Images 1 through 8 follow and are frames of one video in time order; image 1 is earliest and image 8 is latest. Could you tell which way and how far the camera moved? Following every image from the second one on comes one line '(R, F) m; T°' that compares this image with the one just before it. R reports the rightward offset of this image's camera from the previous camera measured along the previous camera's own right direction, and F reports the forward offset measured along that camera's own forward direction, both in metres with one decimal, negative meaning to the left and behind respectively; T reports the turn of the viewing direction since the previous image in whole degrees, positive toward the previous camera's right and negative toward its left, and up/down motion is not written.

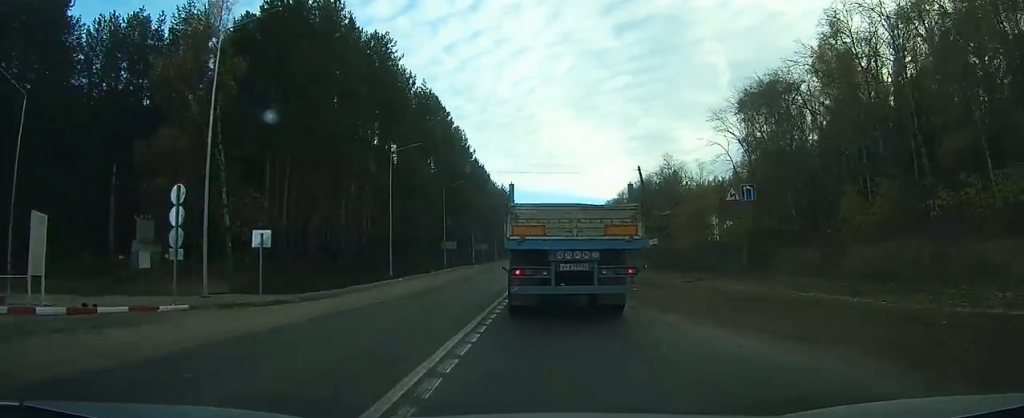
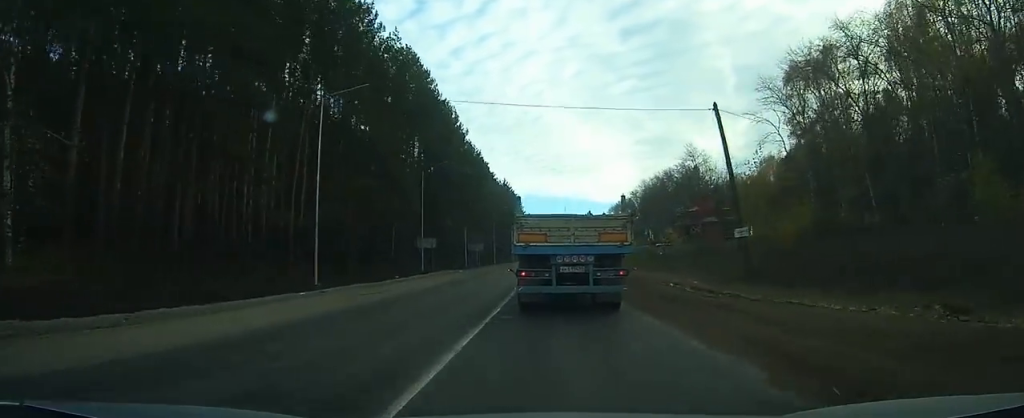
(+0.6, +20.4) m; +2°
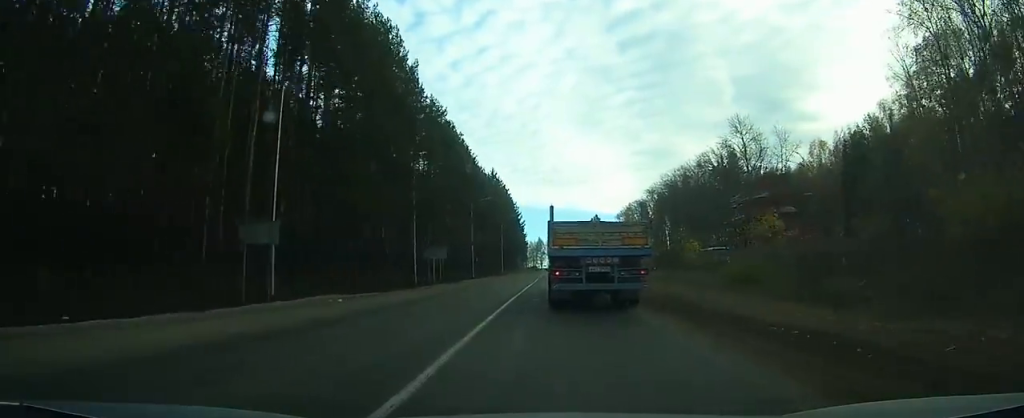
(-0.2, +34.2) m; -1°
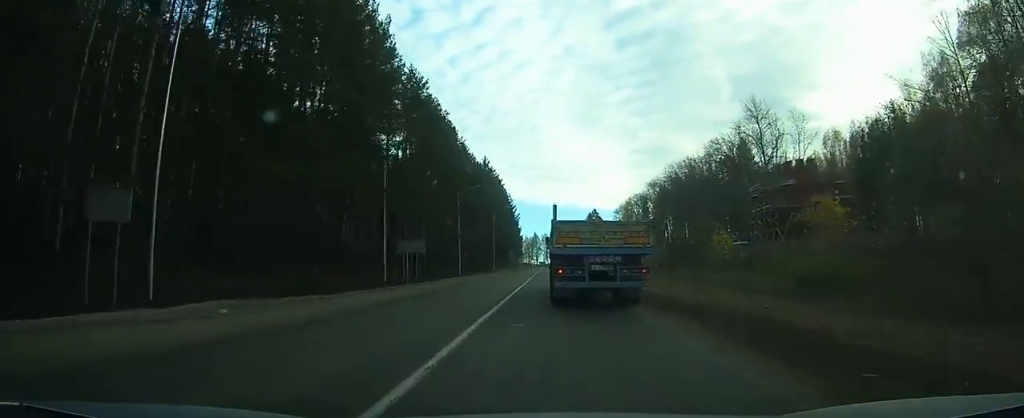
(0.0, +8.9) m; 0°
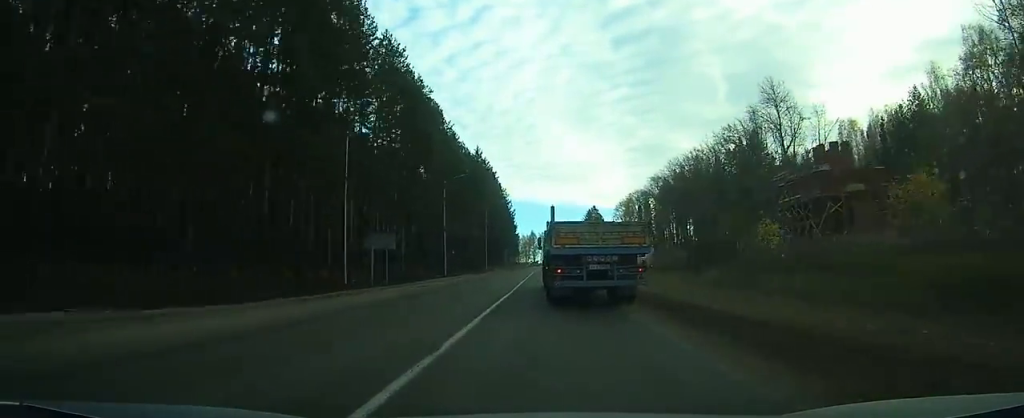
(0.0, +8.8) m; 0°
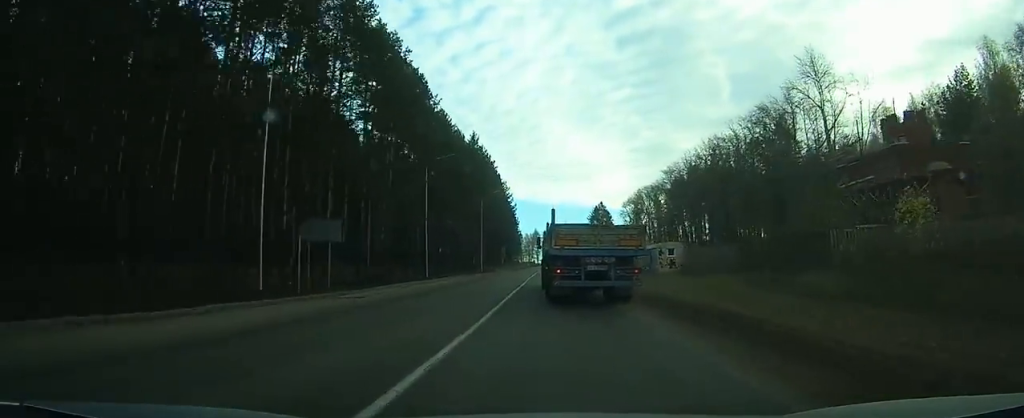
(0.0, +12.1) m; 0°
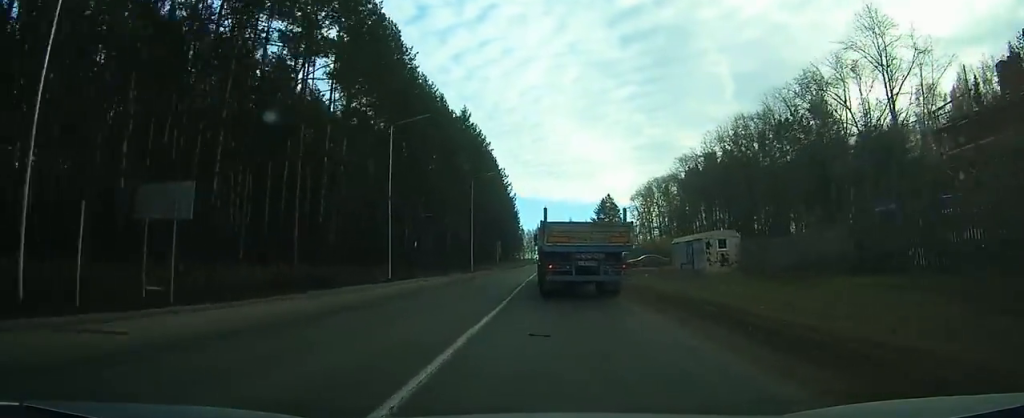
(+0.1, +13.8) m; -1°
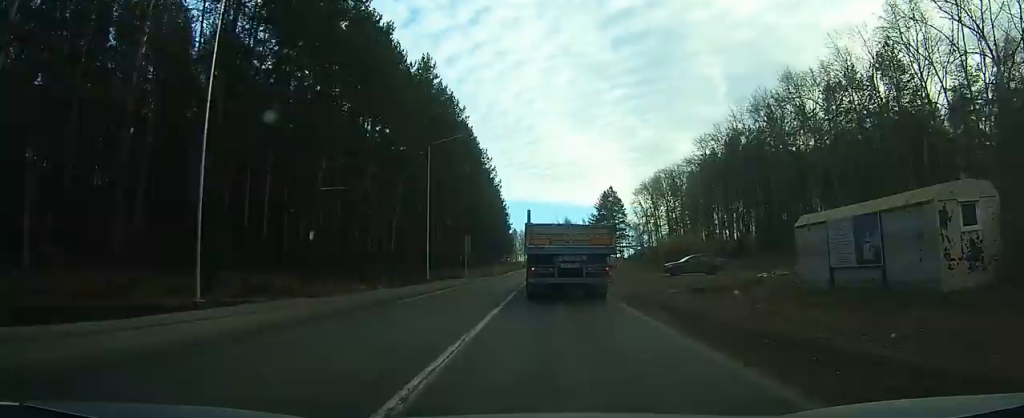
(-0.3, +22.7) m; 0°
